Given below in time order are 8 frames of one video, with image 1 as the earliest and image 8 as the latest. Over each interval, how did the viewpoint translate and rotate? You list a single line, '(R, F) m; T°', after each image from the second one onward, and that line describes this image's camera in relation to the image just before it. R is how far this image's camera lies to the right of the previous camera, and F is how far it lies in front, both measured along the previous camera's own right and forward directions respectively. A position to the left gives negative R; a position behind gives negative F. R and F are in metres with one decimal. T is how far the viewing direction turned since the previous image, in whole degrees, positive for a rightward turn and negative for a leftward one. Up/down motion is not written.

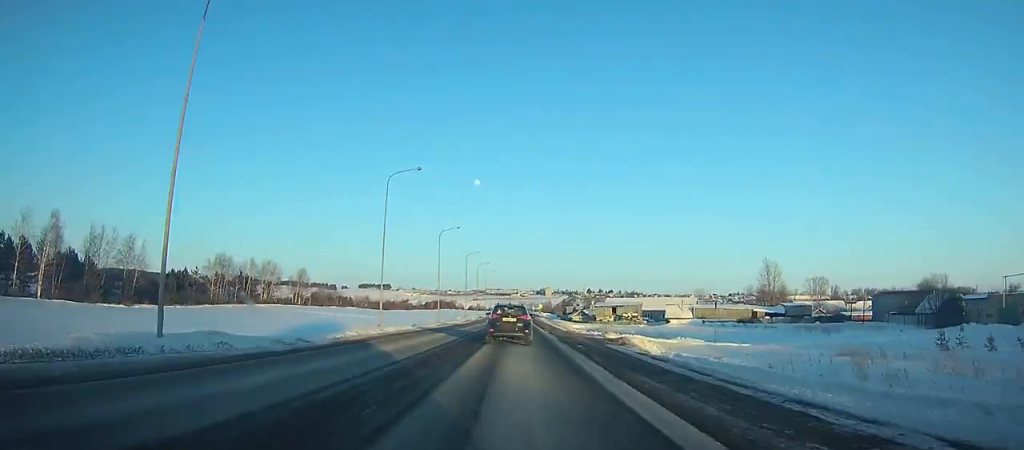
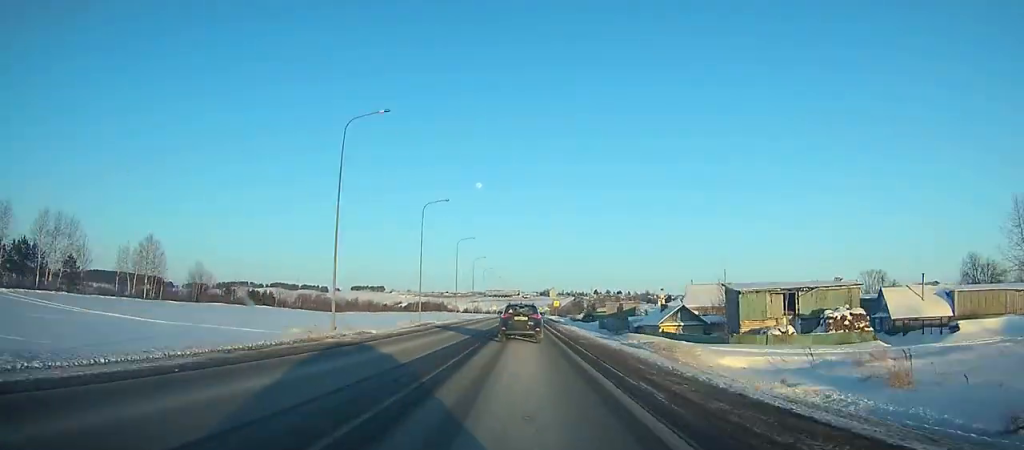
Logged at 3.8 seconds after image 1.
(-0.2, +74.2) m; 0°
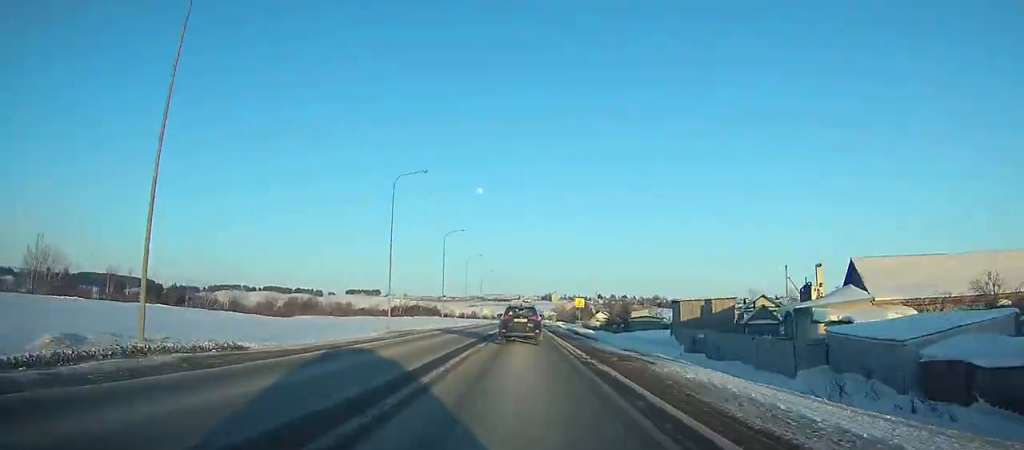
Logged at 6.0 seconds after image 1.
(-0.1, +43.3) m; 0°
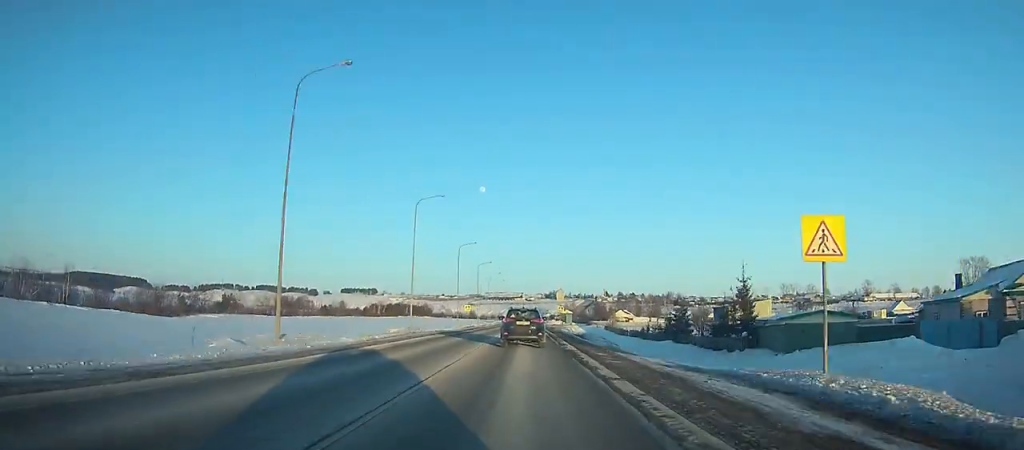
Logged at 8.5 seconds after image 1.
(0.0, +49.3) m; 0°
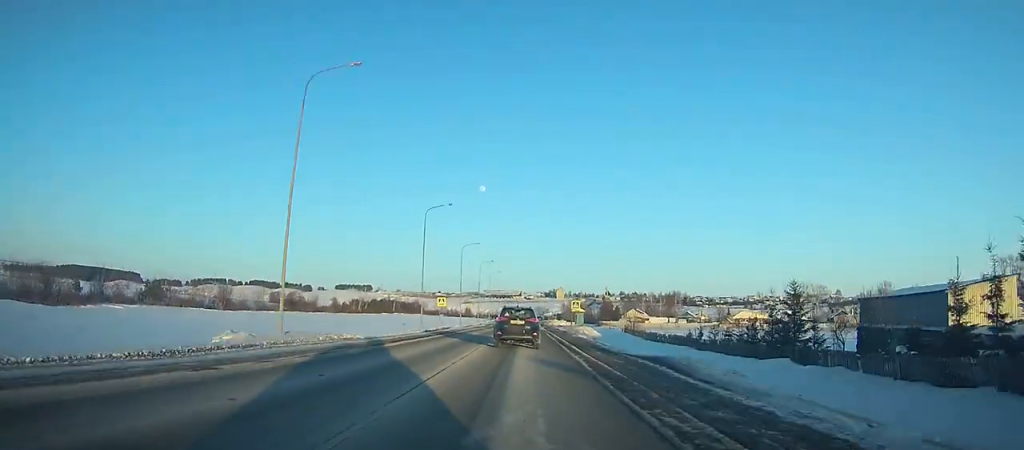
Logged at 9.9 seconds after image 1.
(-0.1, +27.3) m; 0°
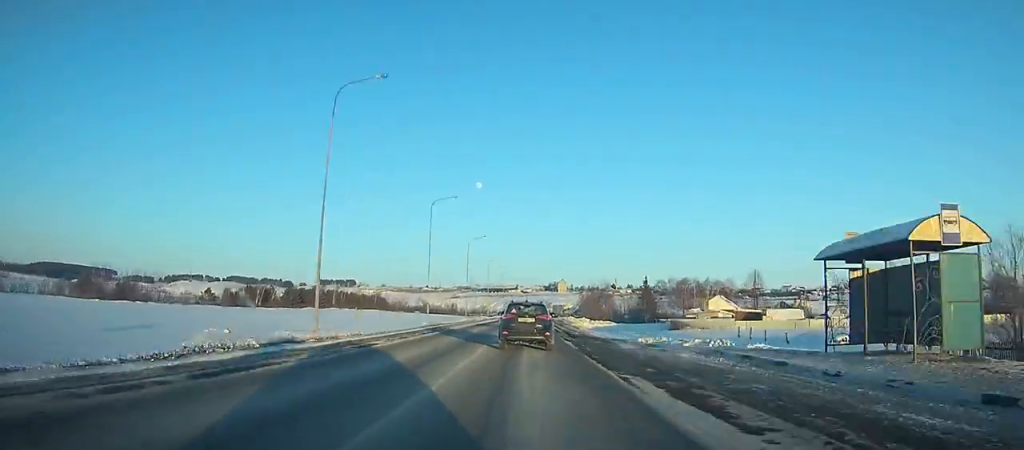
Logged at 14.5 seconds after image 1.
(+0.4, +87.7) m; +1°
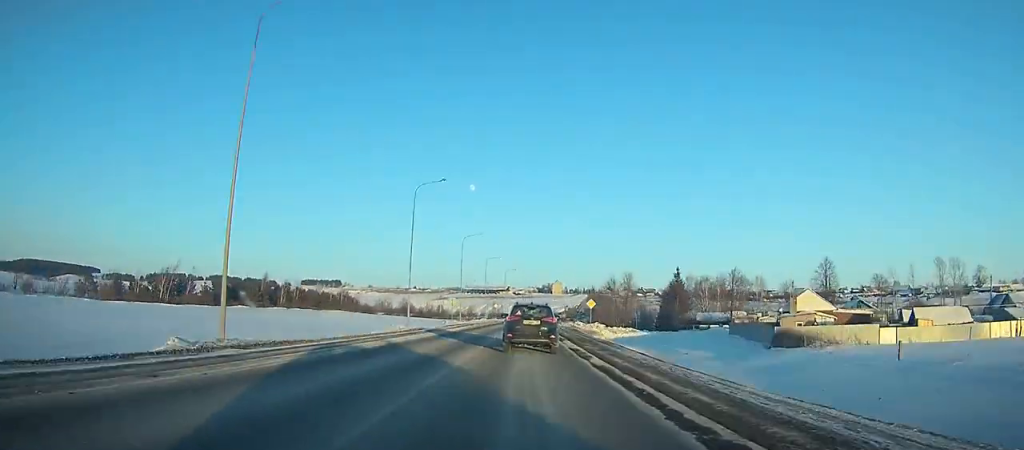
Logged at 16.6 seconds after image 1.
(-0.1, +38.5) m; 0°
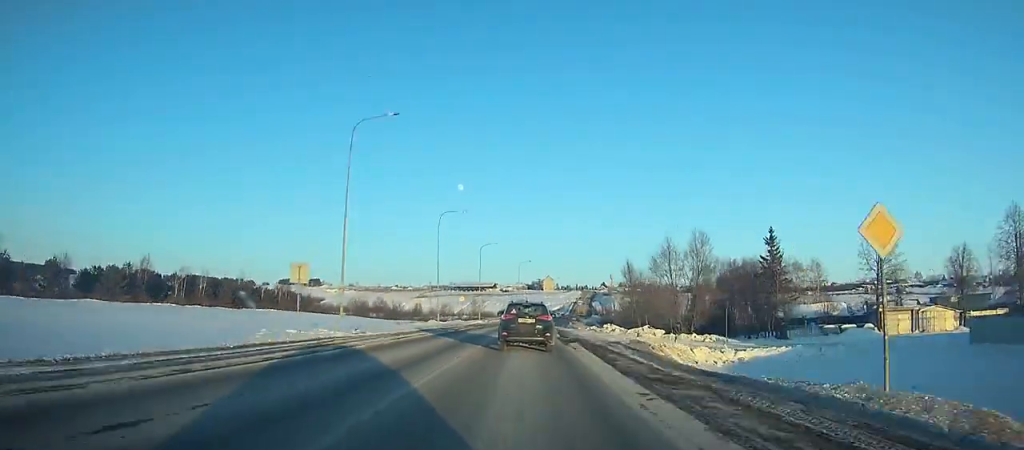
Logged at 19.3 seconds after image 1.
(+0.4, +48.9) m; +1°
